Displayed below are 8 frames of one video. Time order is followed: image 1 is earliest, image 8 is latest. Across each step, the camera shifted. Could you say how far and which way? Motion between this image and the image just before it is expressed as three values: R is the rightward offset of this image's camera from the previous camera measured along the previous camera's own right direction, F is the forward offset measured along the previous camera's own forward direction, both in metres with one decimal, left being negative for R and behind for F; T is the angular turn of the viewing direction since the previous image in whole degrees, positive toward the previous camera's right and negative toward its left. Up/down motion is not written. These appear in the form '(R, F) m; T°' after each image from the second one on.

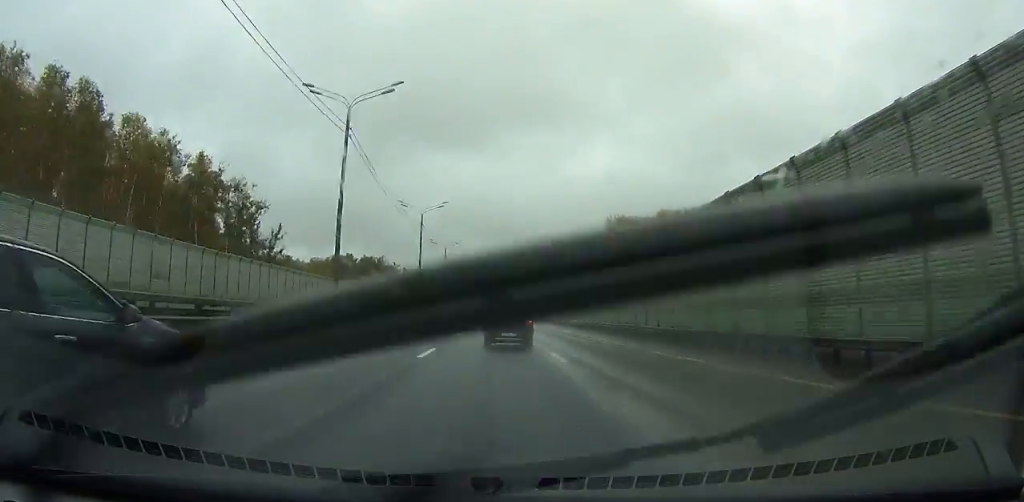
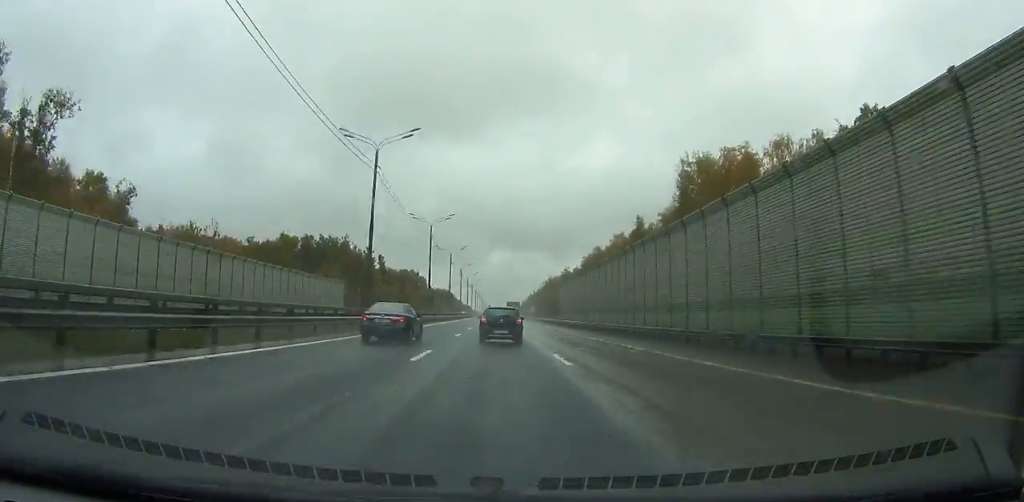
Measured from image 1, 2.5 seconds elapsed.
(+0.1, +64.5) m; 0°
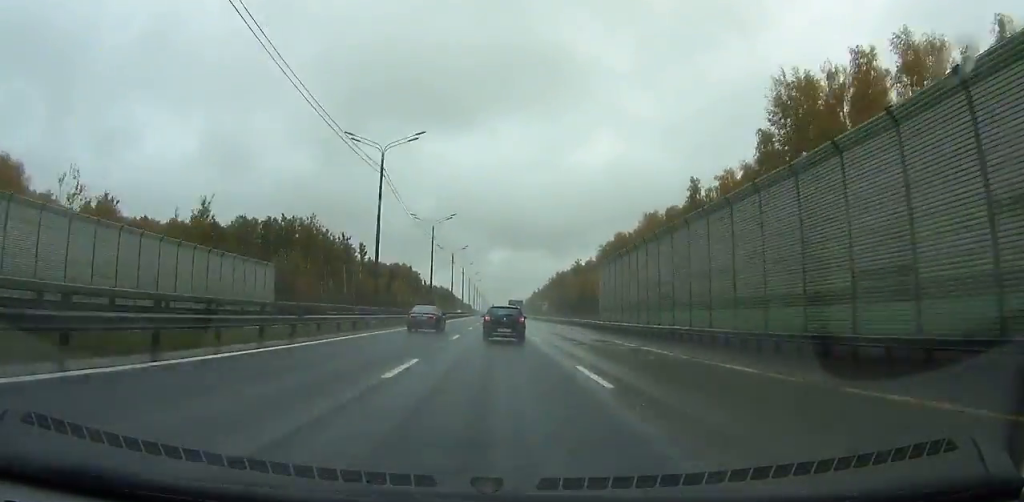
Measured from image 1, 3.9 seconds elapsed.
(0.0, +36.4) m; 0°
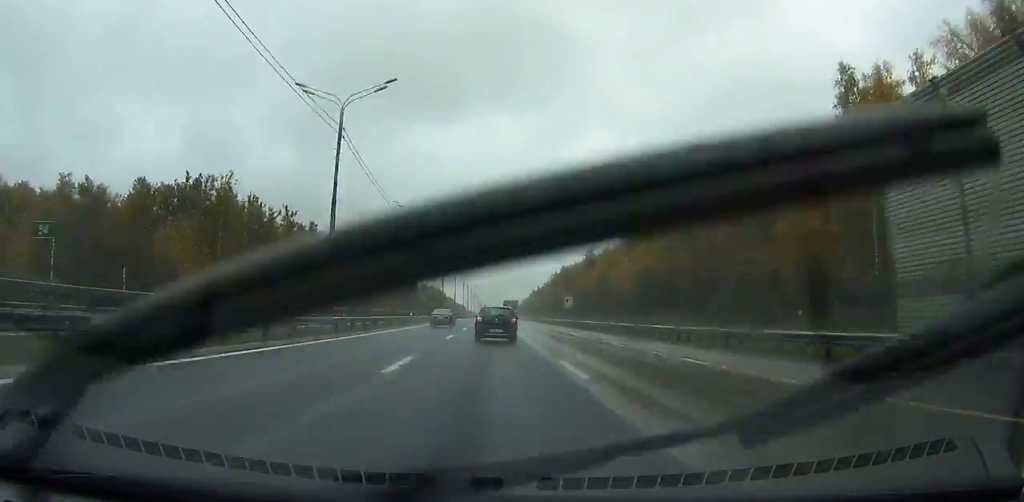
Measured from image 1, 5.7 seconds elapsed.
(0.0, +46.9) m; 0°
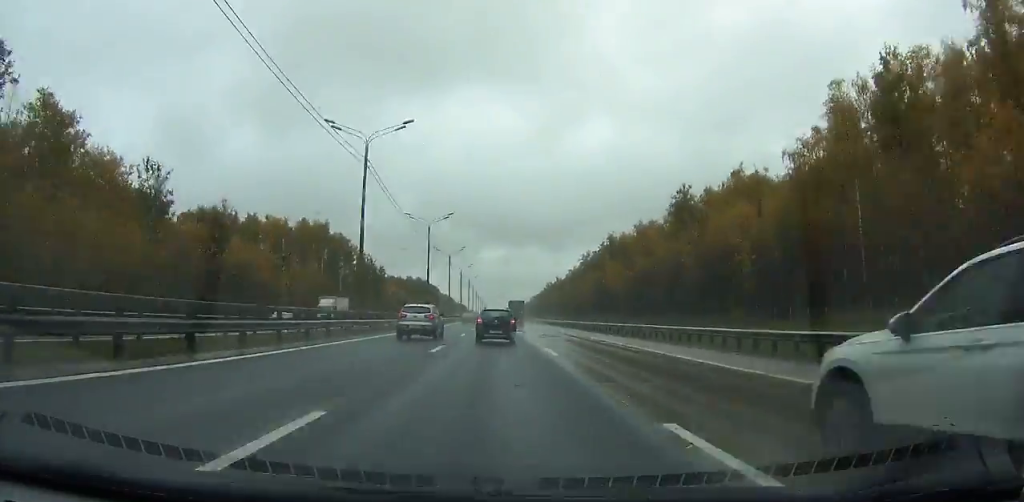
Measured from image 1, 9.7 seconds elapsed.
(-0.3, +104.3) m; 0°
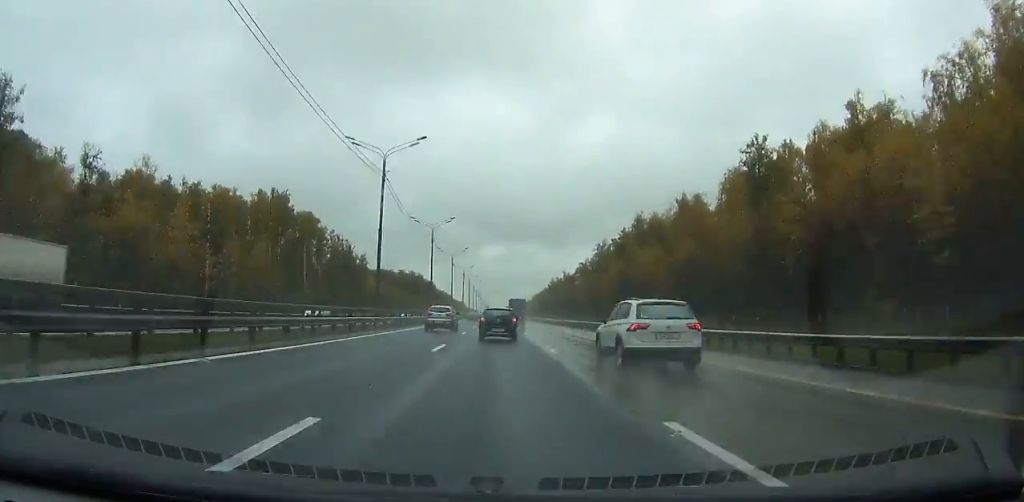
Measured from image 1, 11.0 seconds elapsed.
(0.0, +32.9) m; 0°
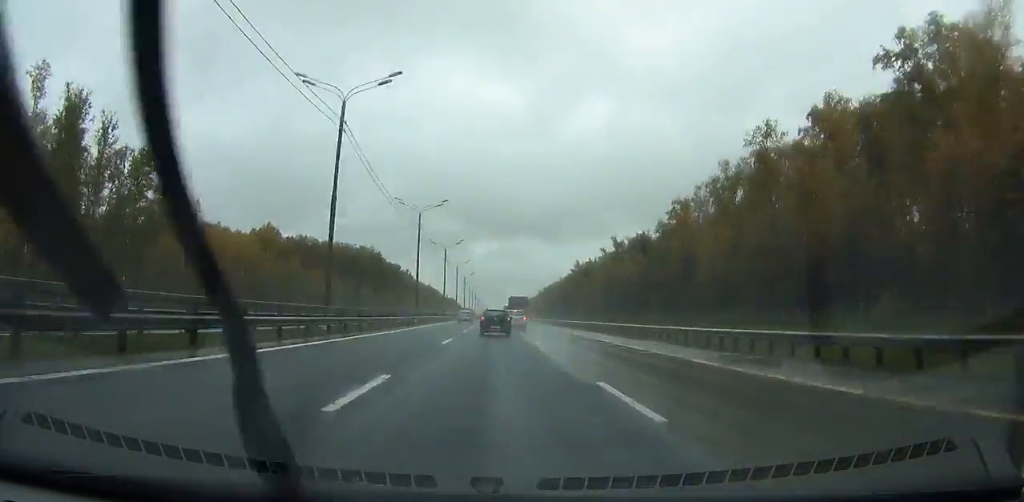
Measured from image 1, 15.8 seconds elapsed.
(0.0, +123.9) m; 0°
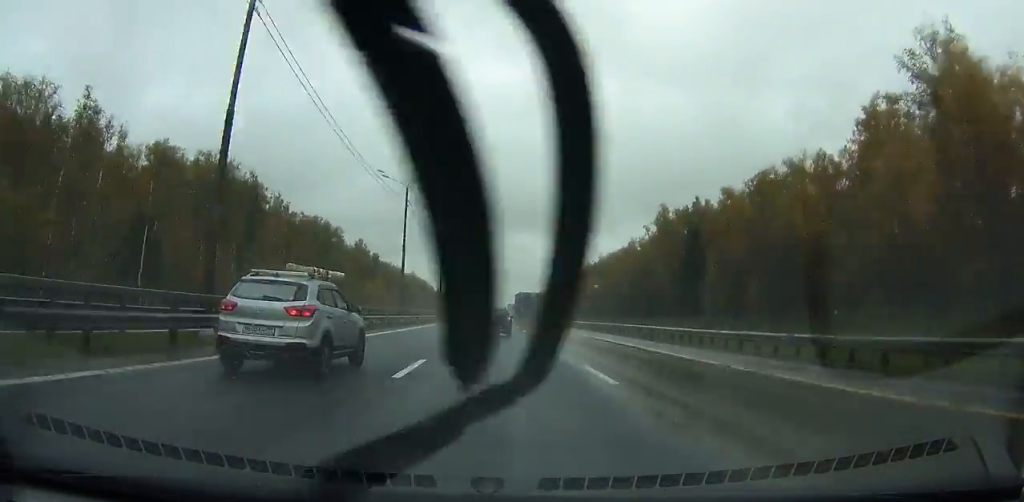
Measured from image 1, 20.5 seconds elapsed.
(-0.3, +122.9) m; 0°
